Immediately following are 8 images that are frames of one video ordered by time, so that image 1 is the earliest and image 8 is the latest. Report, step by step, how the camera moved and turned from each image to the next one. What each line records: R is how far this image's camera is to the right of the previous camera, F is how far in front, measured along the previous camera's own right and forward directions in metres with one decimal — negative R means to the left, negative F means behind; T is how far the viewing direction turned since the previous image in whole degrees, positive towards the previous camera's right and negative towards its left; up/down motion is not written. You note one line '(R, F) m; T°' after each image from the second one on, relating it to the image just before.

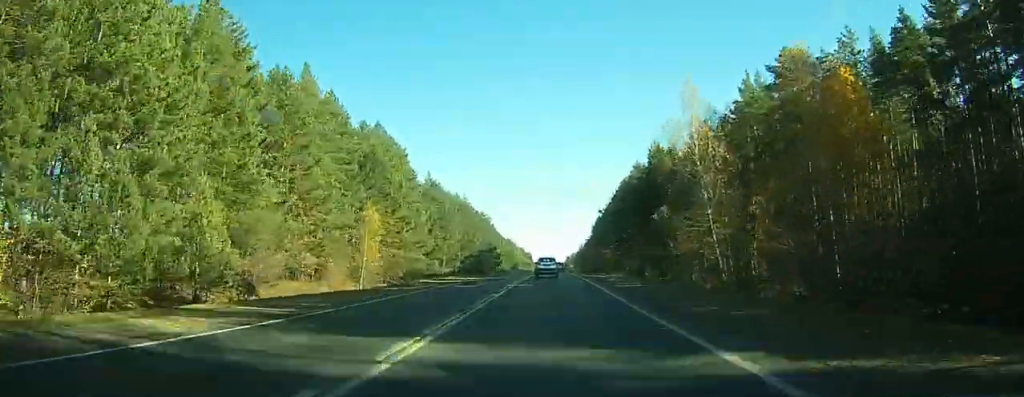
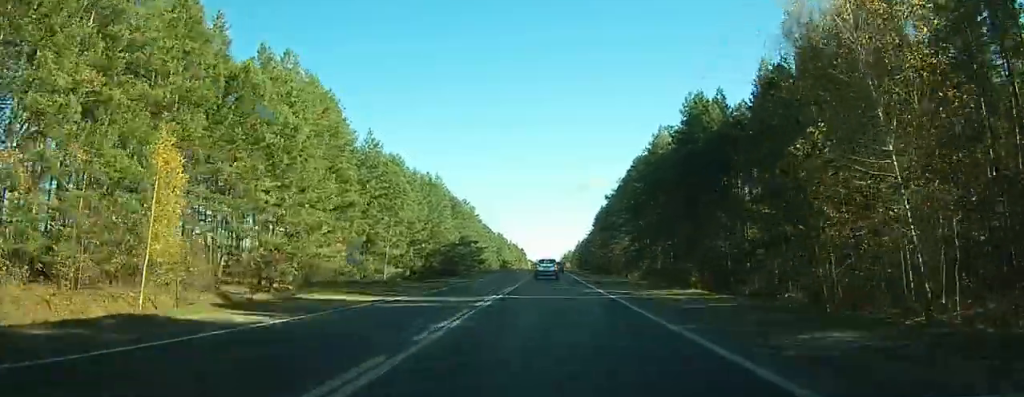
(-0.1, +27.5) m; +1°
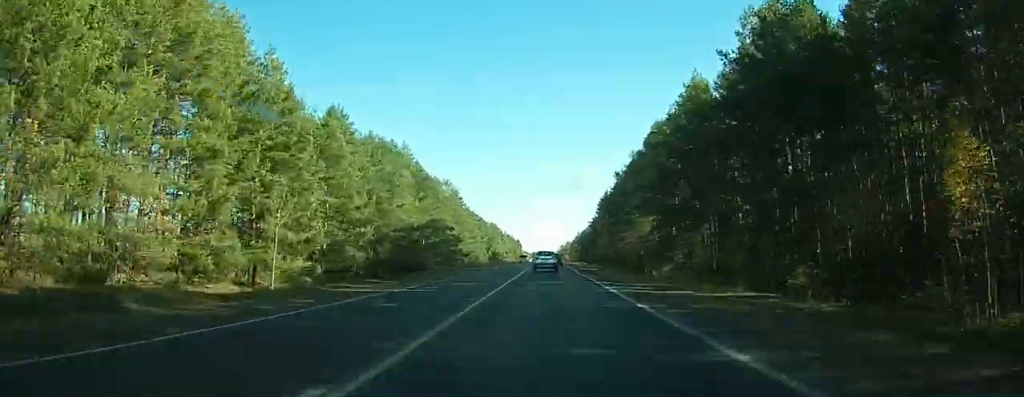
(+0.2, +22.4) m; +2°
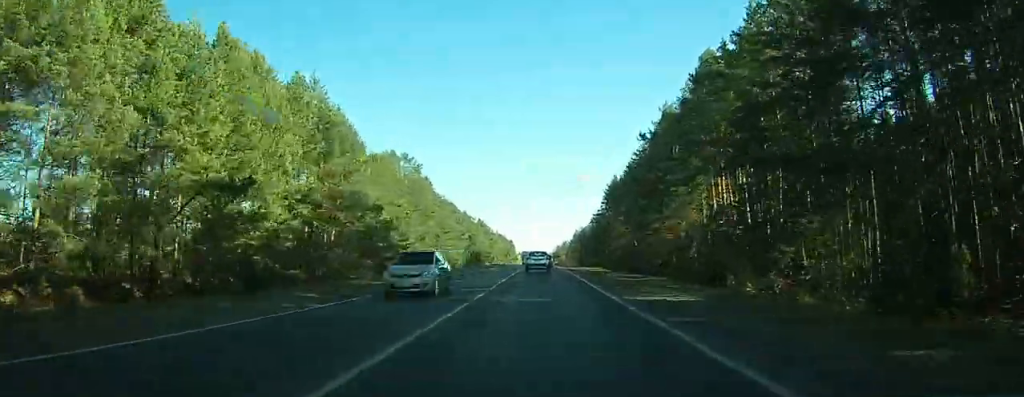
(+0.5, +31.0) m; +3°
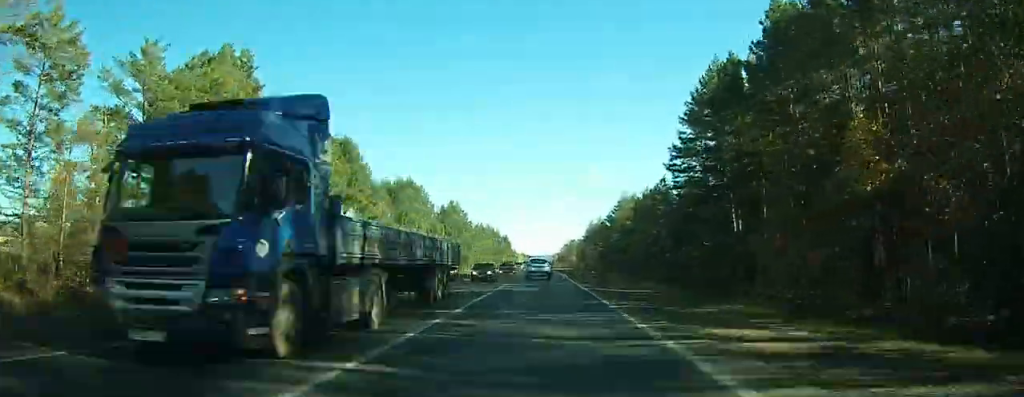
(-6.9, +86.7) m; -10°
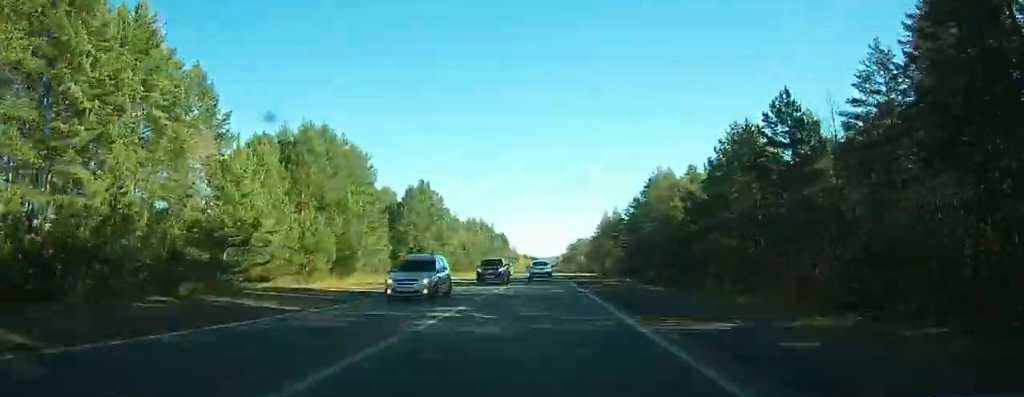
(+0.4, +50.5) m; +2°
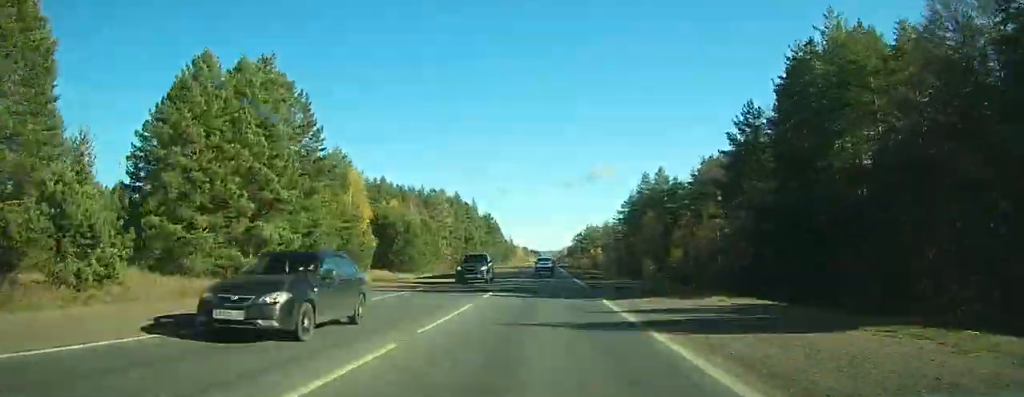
(+2.0, +75.8) m; +2°
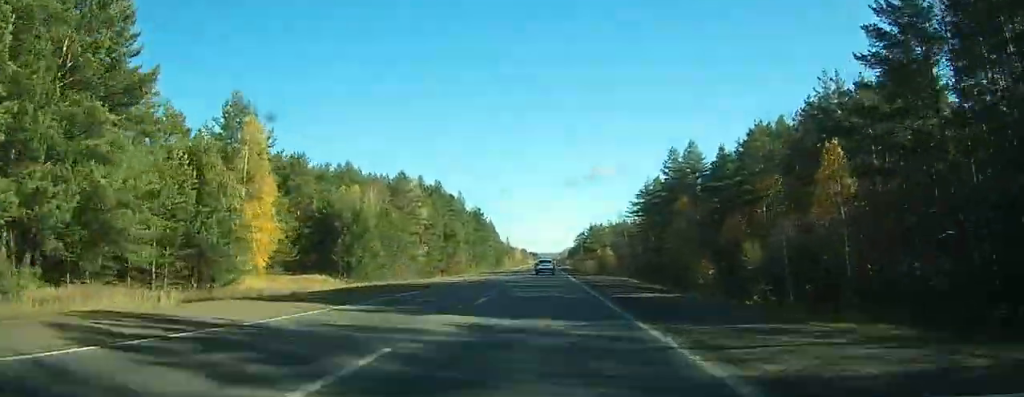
(+0.2, +26.6) m; 0°
